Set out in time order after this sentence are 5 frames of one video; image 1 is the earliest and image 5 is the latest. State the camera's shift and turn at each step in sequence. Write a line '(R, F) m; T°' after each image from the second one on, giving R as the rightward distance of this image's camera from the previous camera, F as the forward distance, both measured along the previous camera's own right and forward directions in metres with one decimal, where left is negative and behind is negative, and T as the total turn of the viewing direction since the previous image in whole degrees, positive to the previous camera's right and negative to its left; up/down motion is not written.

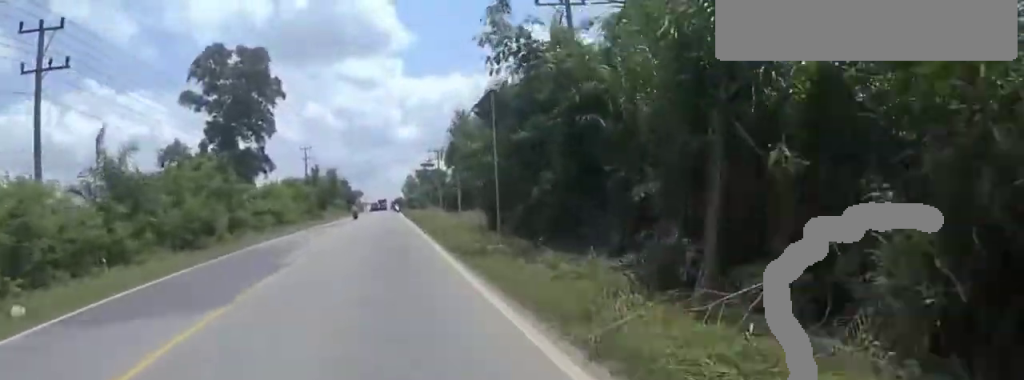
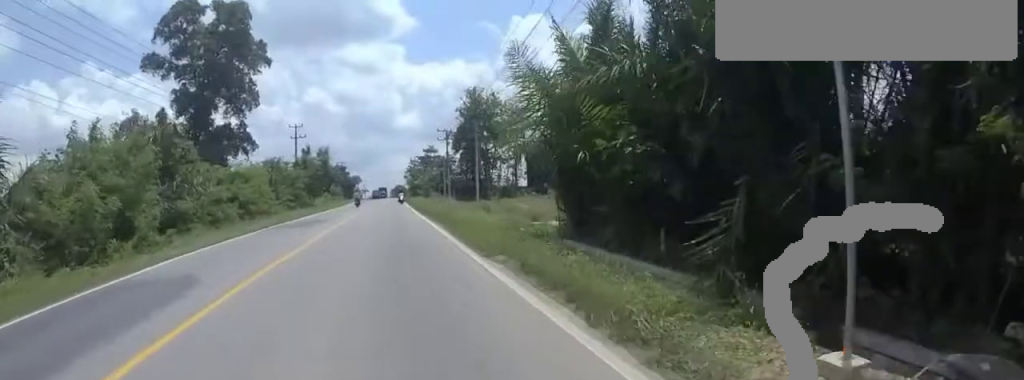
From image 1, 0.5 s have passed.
(0.0, +8.9) m; 0°
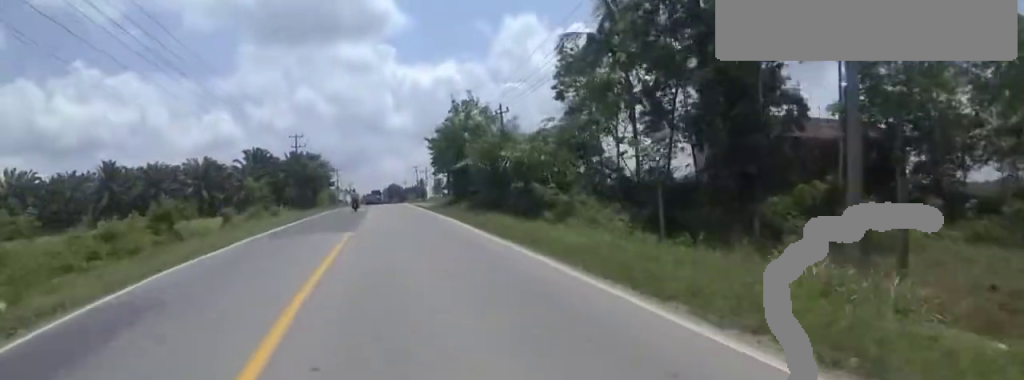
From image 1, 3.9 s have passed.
(+0.4, +53.9) m; -2°
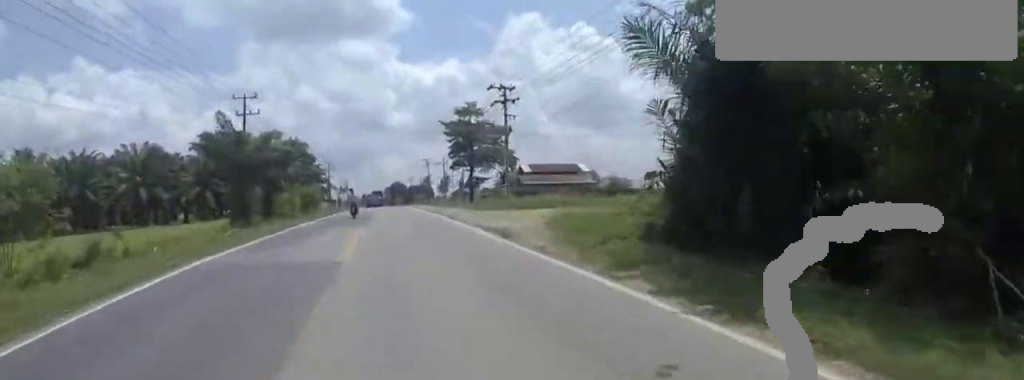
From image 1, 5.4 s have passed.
(+1.0, +24.3) m; +3°
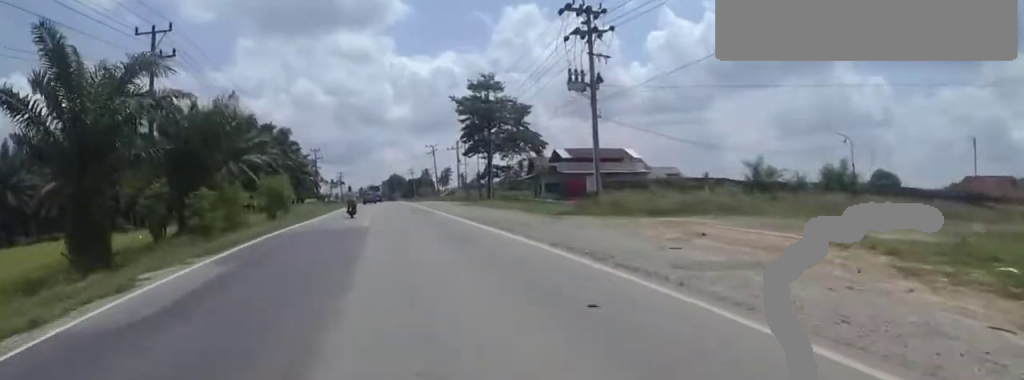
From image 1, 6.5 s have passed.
(+0.3, +15.2) m; -1°
